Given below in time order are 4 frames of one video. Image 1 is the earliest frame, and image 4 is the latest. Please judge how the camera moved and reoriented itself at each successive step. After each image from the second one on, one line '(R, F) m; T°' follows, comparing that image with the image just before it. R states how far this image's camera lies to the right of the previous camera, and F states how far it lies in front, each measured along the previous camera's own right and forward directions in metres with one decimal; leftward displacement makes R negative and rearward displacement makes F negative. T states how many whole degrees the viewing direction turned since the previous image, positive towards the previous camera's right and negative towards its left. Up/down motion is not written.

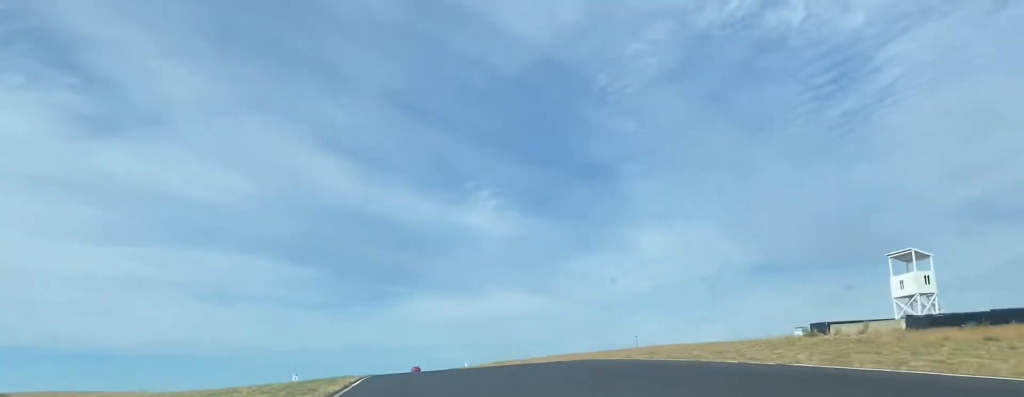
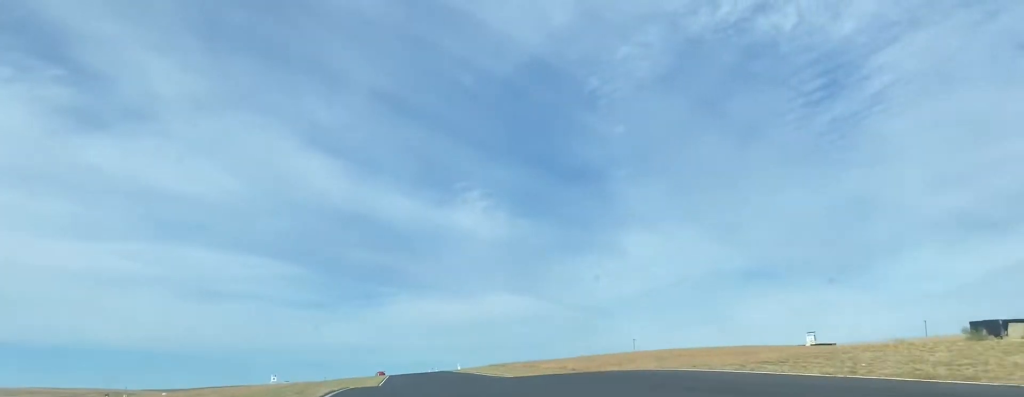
(-0.5, +16.0) m; -2°
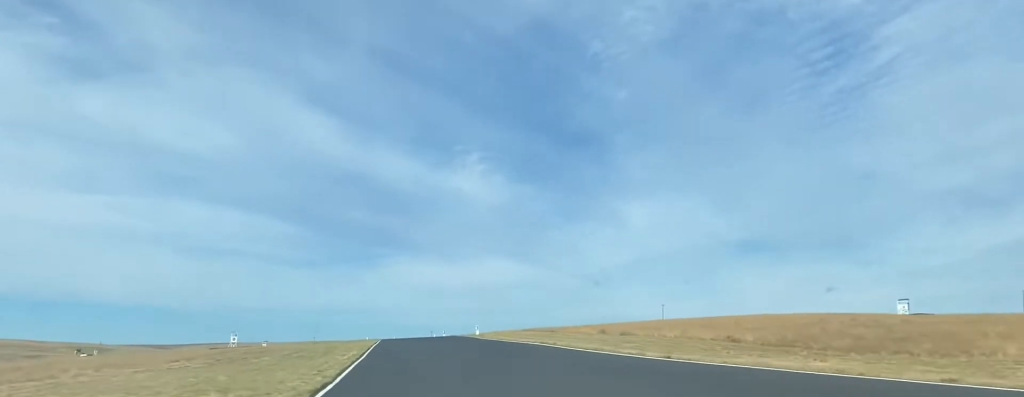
(-0.4, +51.1) m; -1°
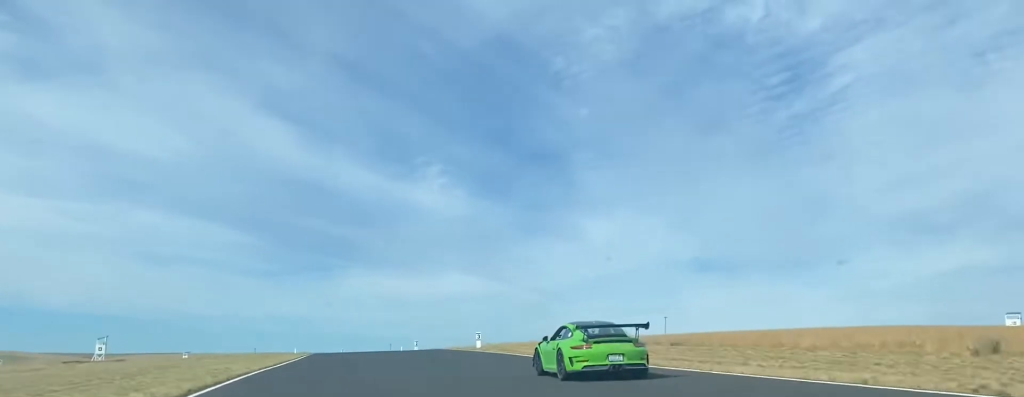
(+0.5, +56.6) m; +2°
